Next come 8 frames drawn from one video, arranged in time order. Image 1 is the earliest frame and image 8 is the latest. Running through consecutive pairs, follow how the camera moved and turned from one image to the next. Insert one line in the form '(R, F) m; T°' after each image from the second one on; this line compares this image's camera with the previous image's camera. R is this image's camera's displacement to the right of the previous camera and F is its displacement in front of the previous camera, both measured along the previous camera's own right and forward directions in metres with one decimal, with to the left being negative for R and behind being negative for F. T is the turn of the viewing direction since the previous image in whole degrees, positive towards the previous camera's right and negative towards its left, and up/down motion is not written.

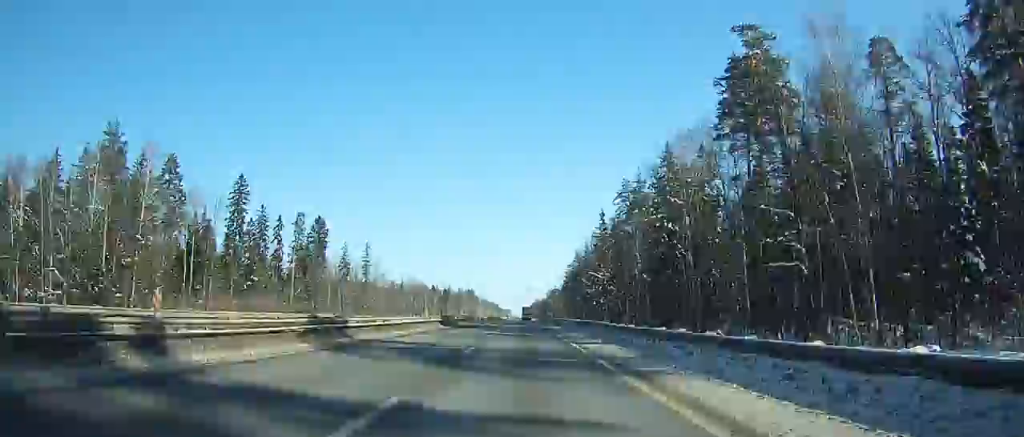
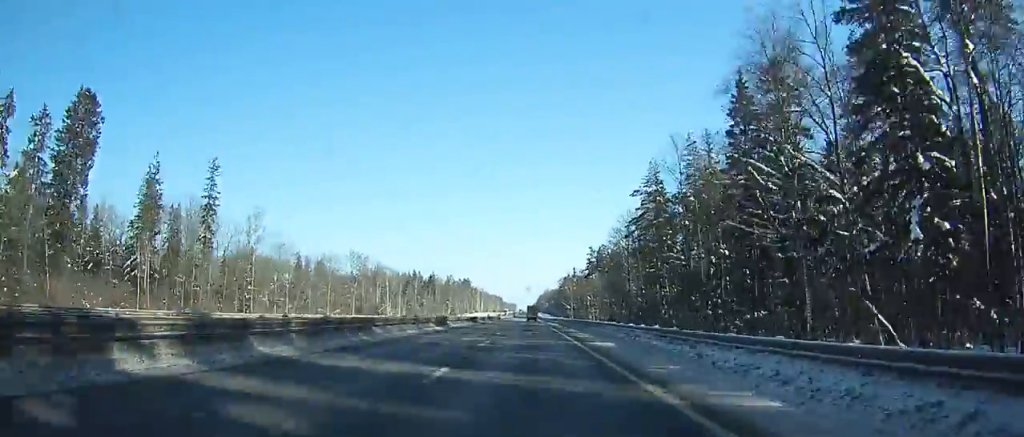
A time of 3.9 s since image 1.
(+5.7, +99.8) m; +1°
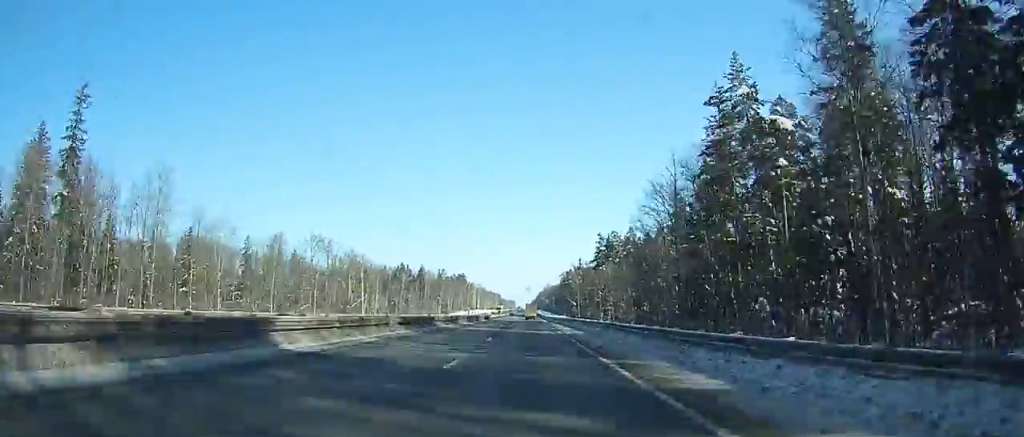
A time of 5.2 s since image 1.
(+1.4, +32.9) m; -3°
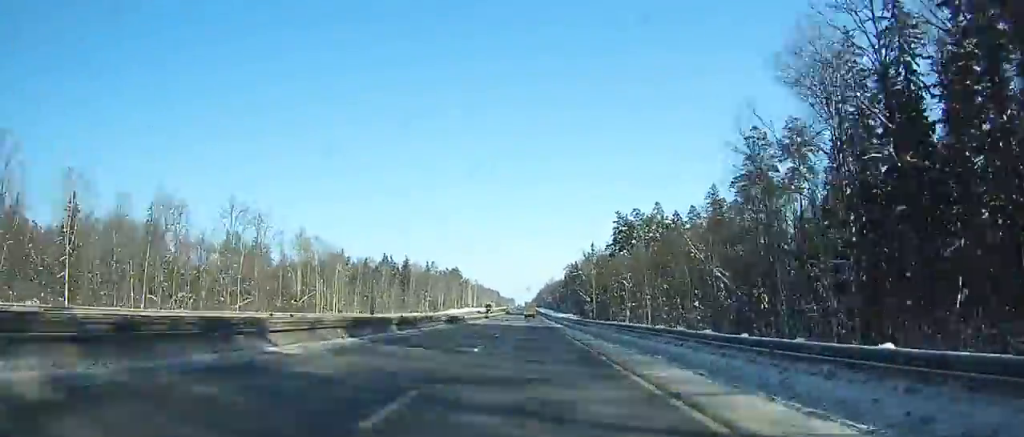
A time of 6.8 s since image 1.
(-1.1, +38.4) m; -1°
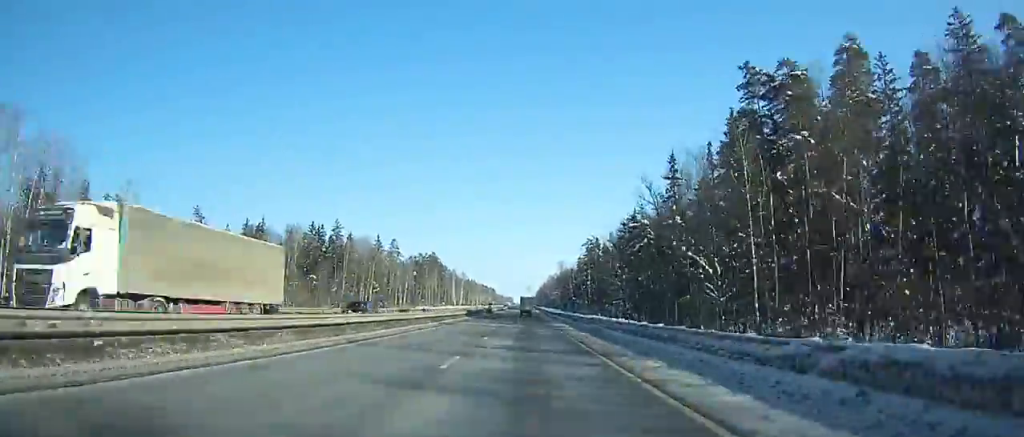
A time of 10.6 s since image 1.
(+3.7, +94.4) m; +9°
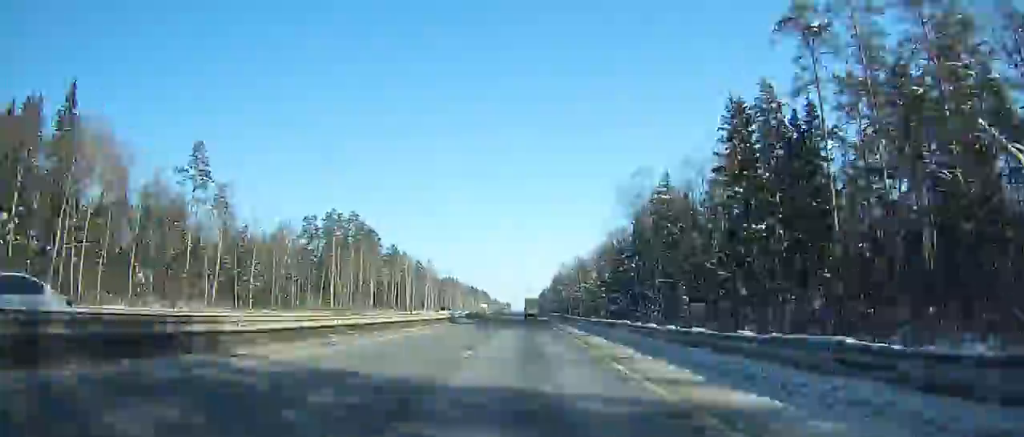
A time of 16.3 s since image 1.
(+3.5, +166.2) m; -2°
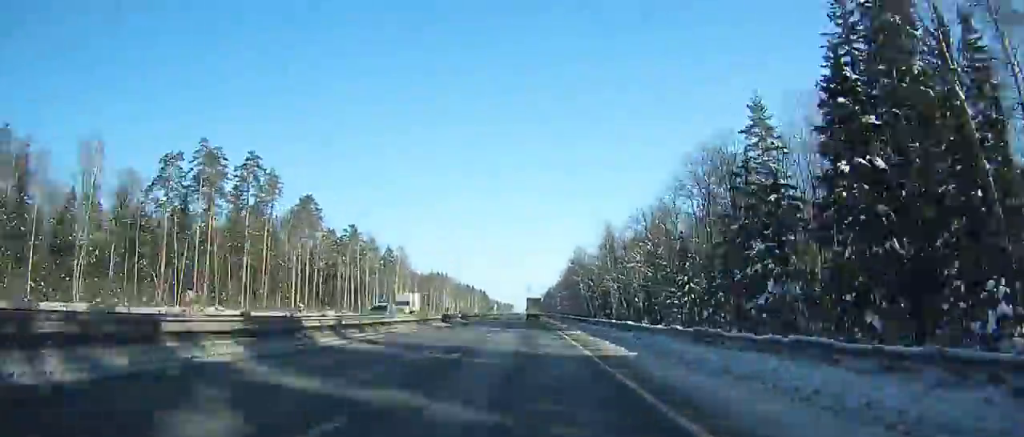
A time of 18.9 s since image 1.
(-0.8, +74.1) m; -1°
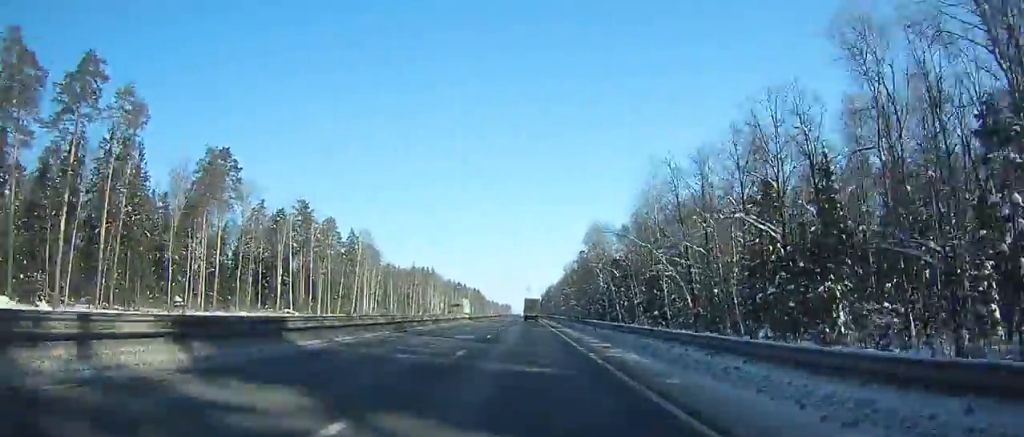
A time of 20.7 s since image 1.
(0.0, +50.0) m; 0°
